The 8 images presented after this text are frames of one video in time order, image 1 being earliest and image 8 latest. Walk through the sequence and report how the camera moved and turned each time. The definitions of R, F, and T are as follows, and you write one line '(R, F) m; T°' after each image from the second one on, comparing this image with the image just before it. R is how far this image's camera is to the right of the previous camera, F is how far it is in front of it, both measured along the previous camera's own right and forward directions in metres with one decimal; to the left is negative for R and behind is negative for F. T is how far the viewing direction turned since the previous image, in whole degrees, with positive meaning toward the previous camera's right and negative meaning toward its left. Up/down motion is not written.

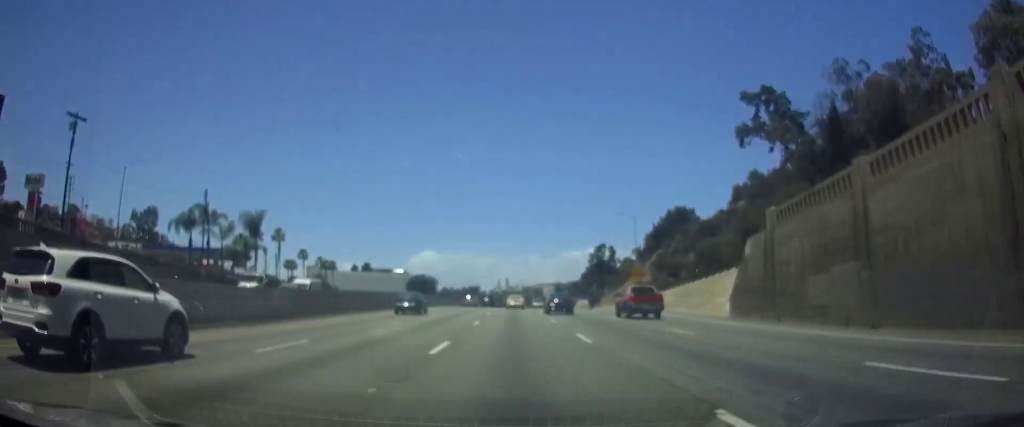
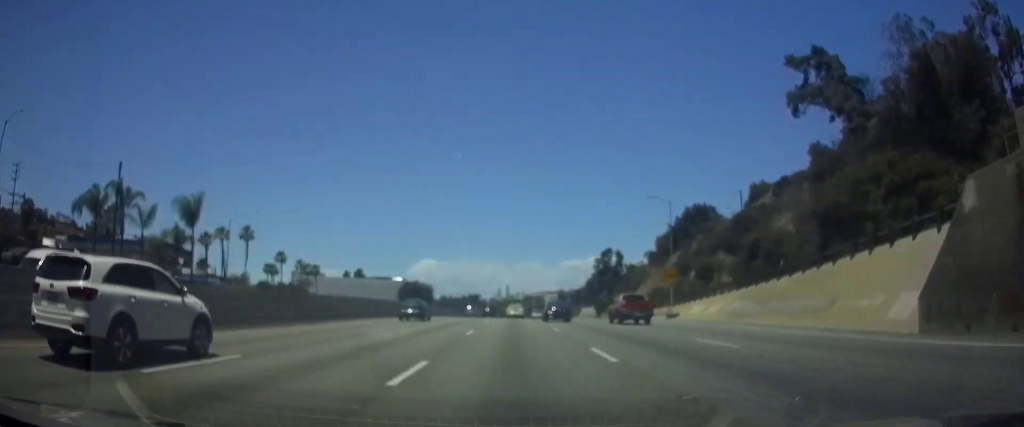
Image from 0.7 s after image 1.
(+0.1, +18.8) m; +1°
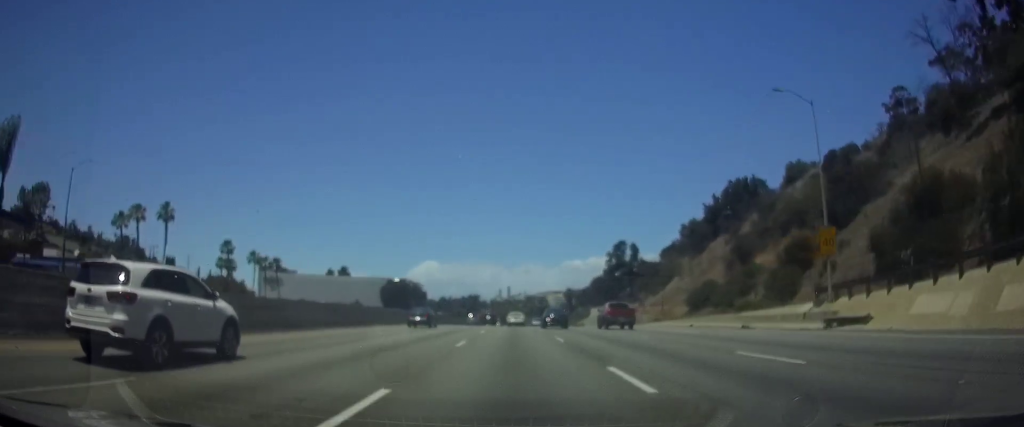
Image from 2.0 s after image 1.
(+0.3, +33.5) m; +1°
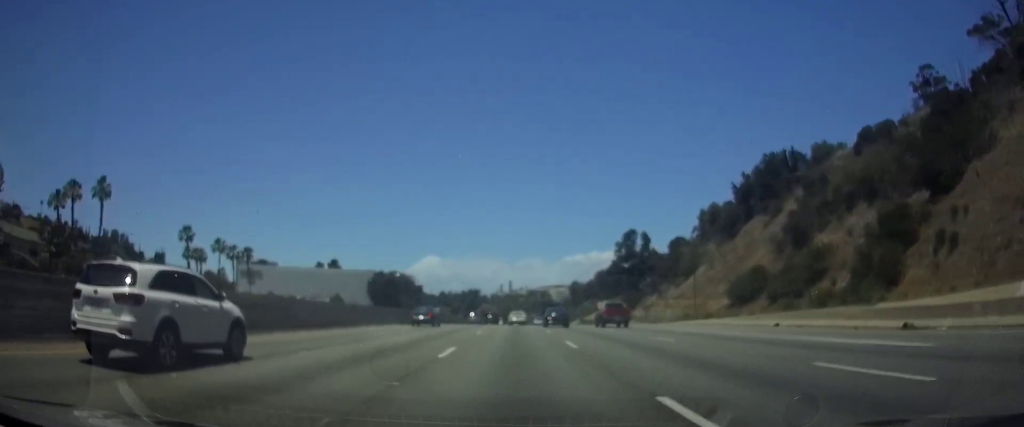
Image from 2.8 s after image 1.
(0.0, +18.9) m; 0°
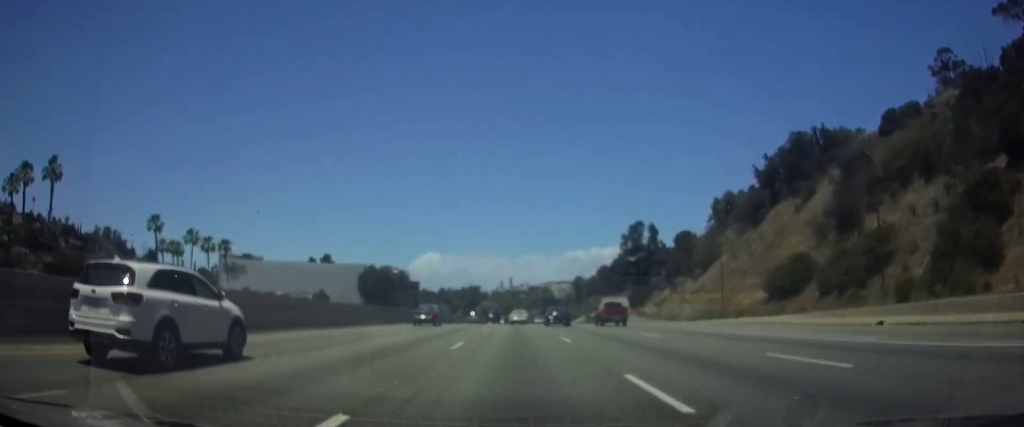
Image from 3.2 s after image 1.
(0.0, +12.1) m; 0°
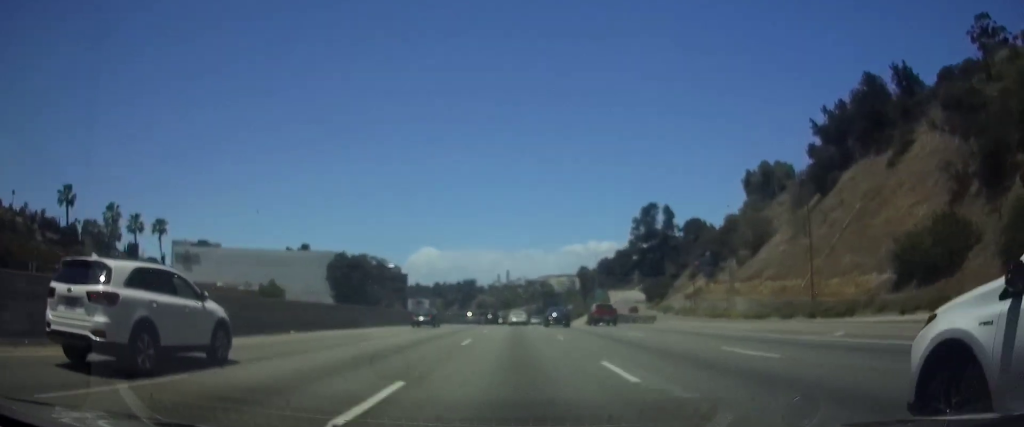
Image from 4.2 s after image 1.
(-0.2, +25.8) m; 0°
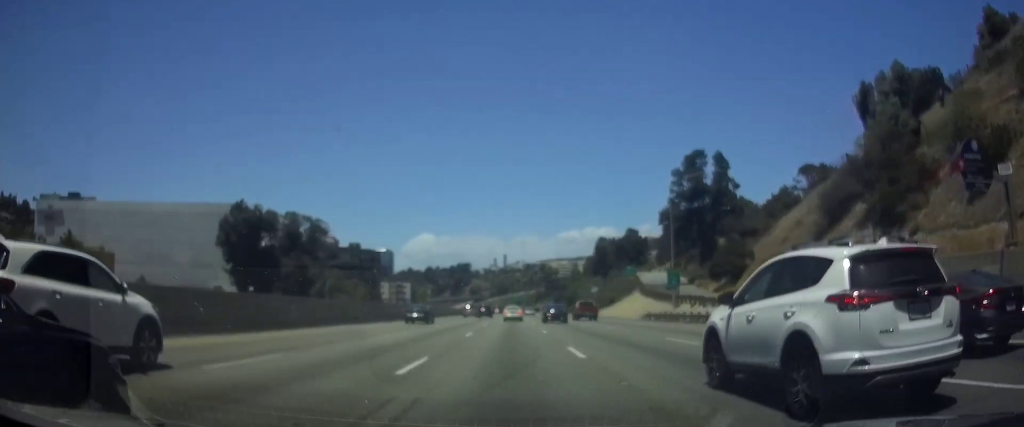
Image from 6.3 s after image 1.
(+0.4, +53.4) m; 0°
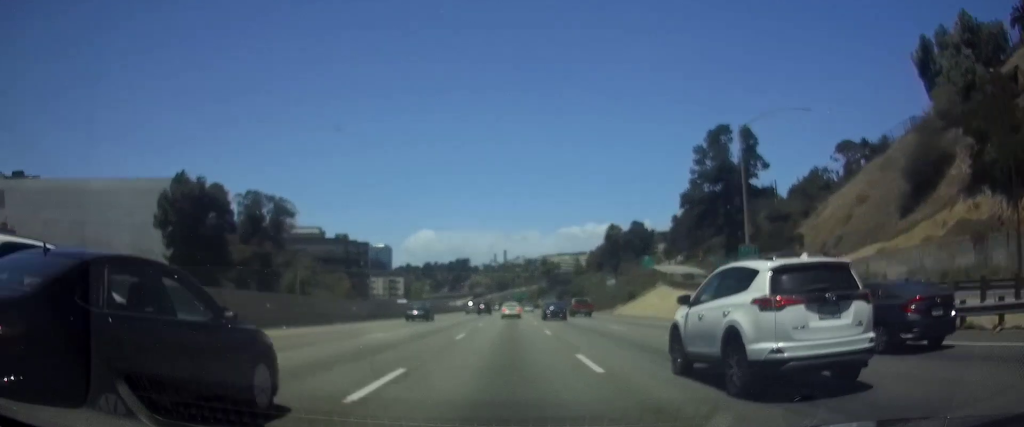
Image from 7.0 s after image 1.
(-0.1, +18.0) m; 0°
